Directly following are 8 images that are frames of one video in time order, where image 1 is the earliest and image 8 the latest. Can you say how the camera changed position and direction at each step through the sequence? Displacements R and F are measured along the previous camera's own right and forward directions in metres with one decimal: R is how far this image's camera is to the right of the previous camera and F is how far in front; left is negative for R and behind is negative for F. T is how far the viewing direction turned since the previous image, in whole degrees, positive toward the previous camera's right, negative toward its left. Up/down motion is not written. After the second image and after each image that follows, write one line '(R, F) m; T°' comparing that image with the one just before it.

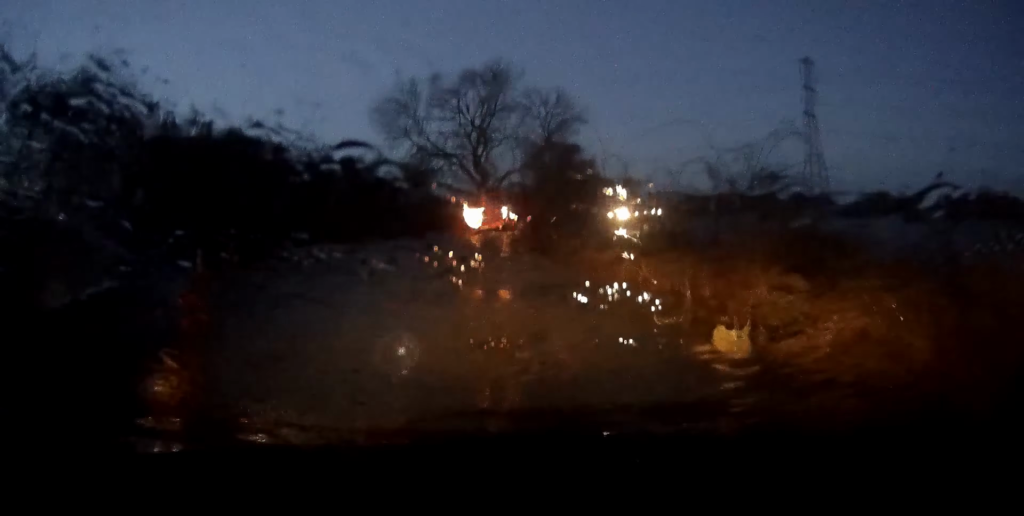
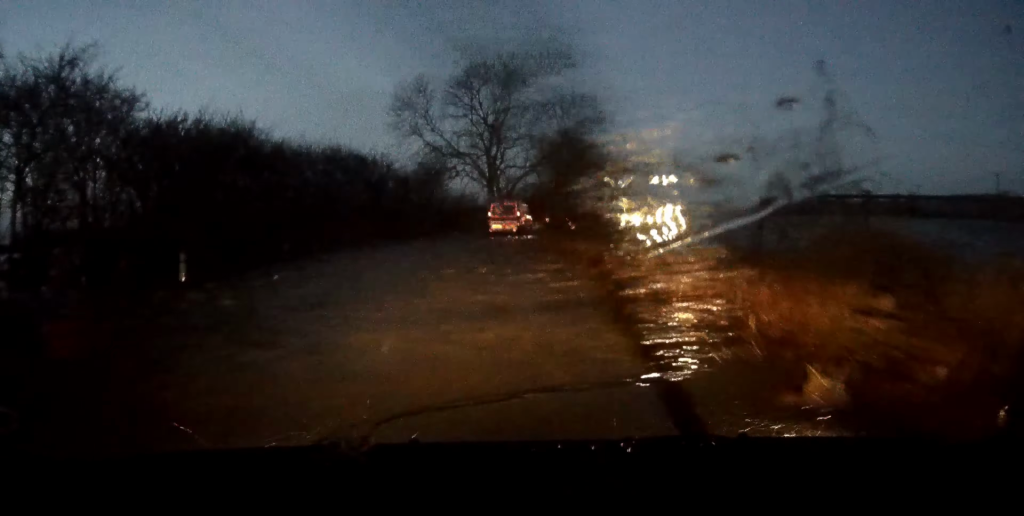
(0.0, +1.4) m; -2°
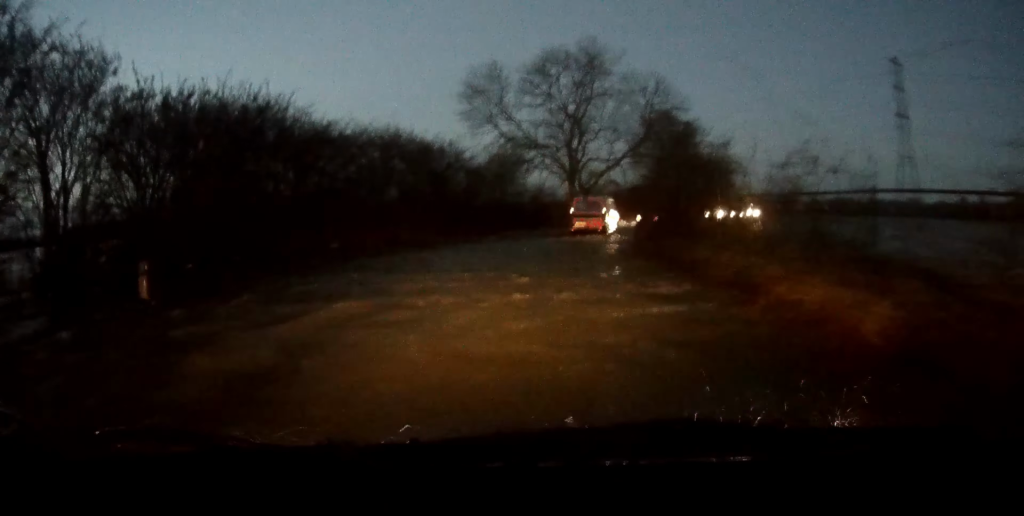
(-0.3, +4.3) m; -6°
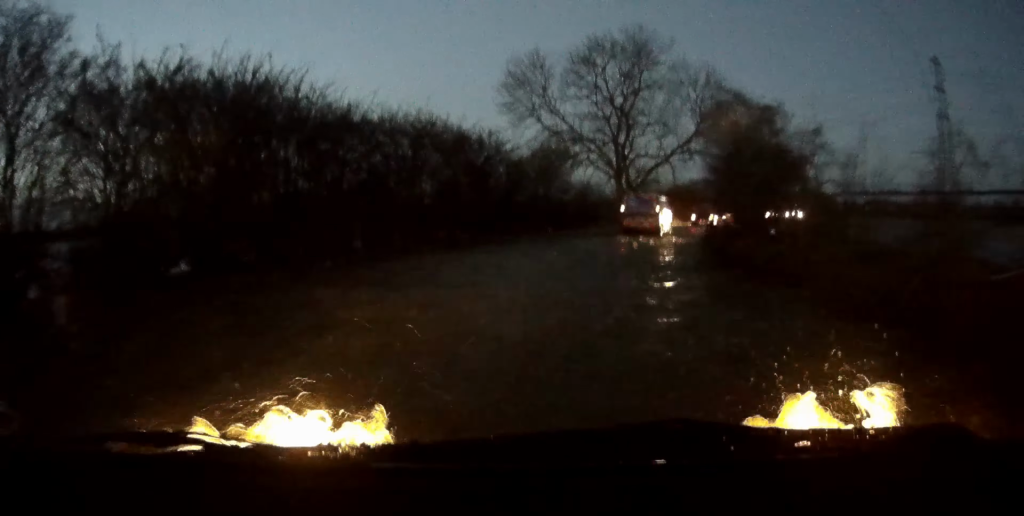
(0.0, +3.3) m; -3°
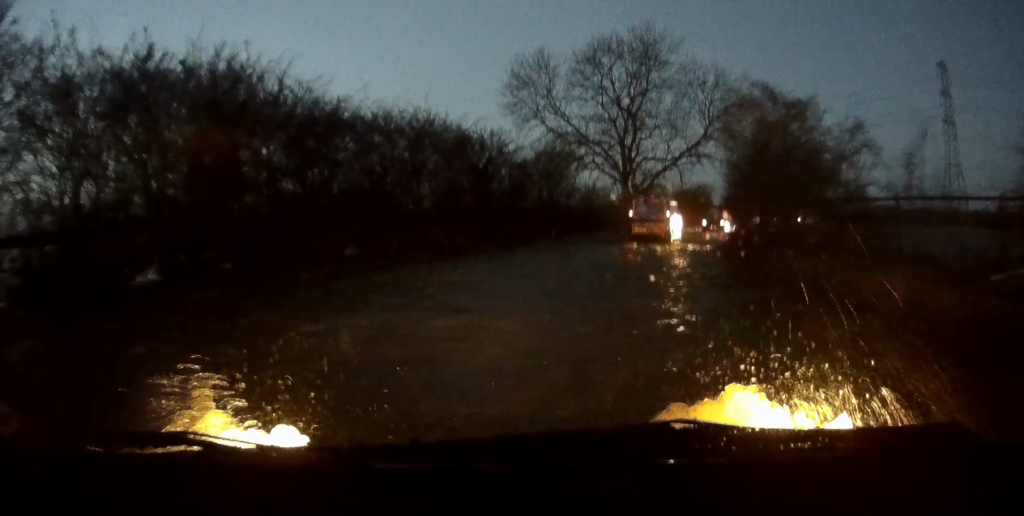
(0.0, +1.8) m; 0°
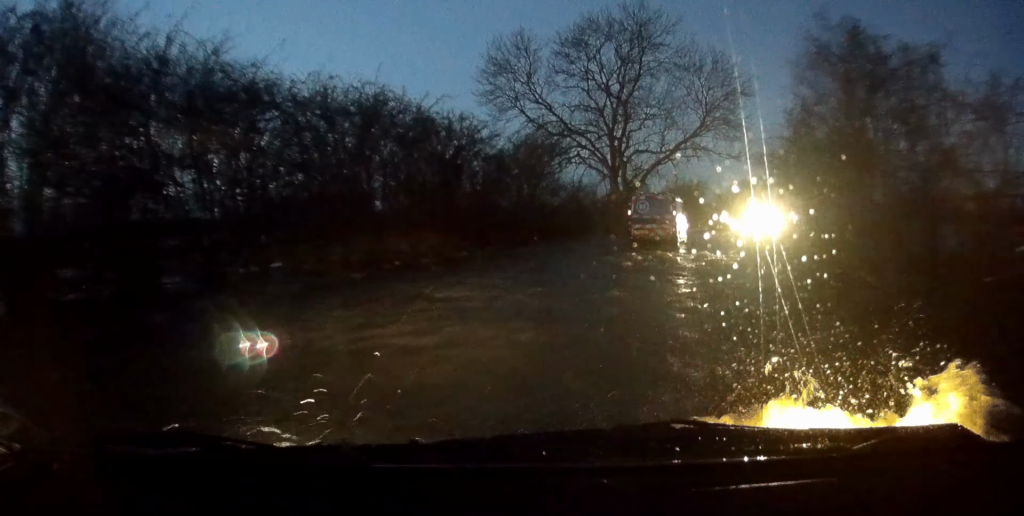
(+0.1, +5.3) m; +6°
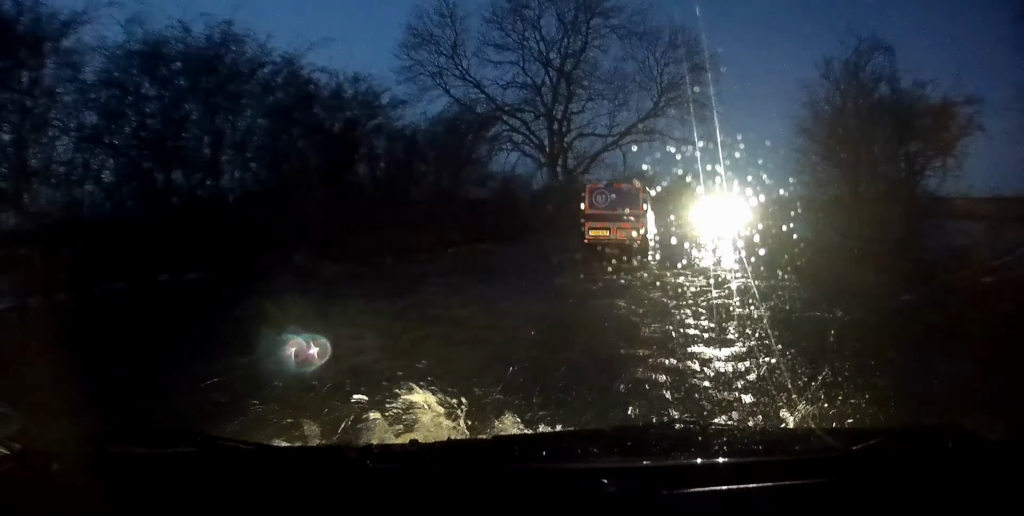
(+0.8, +6.3) m; +17°
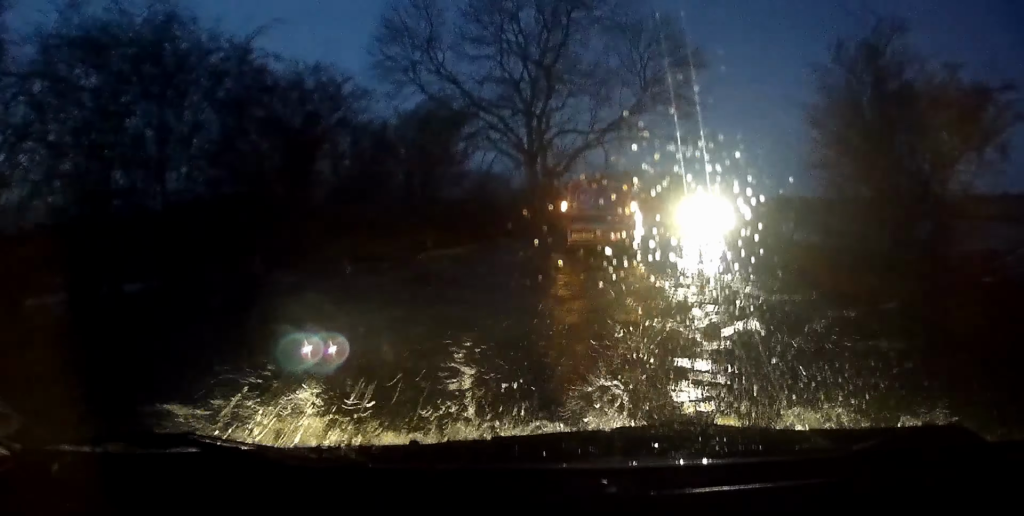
(+0.1, +1.7) m; +4°
